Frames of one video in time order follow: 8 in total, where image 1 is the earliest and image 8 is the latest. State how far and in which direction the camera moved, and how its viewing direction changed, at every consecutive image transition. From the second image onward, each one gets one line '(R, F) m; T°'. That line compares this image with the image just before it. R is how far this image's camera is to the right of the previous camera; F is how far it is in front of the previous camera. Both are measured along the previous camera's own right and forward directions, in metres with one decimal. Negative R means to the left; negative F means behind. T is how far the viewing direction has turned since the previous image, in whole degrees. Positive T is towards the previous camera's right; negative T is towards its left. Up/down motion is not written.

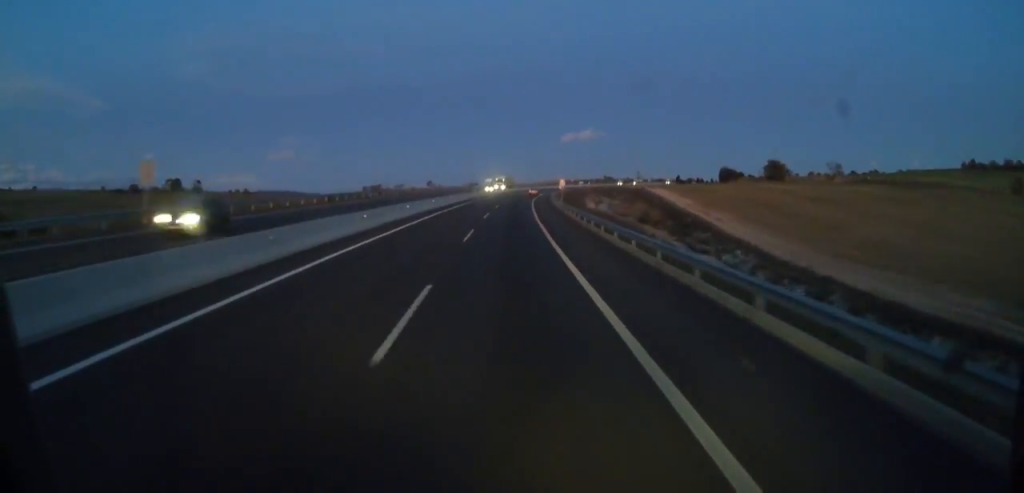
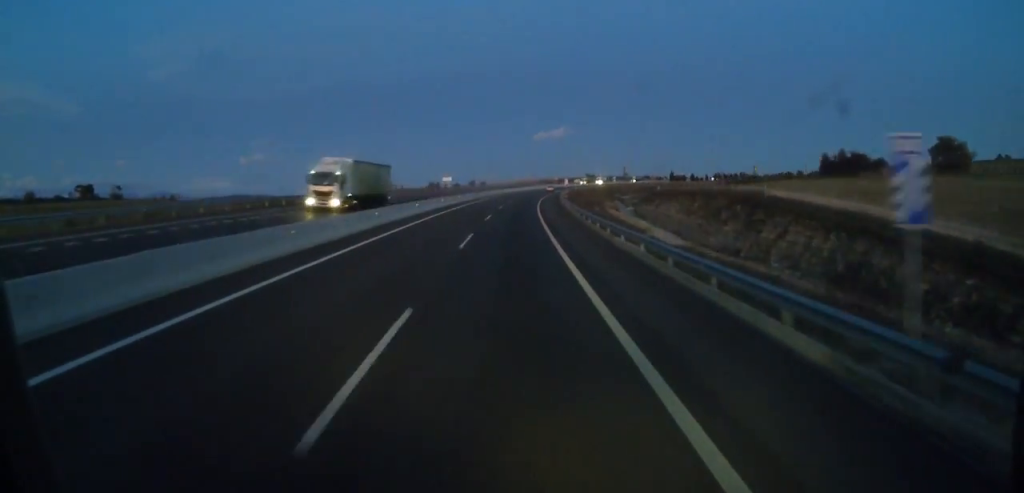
(-0.6, +69.0) m; 0°
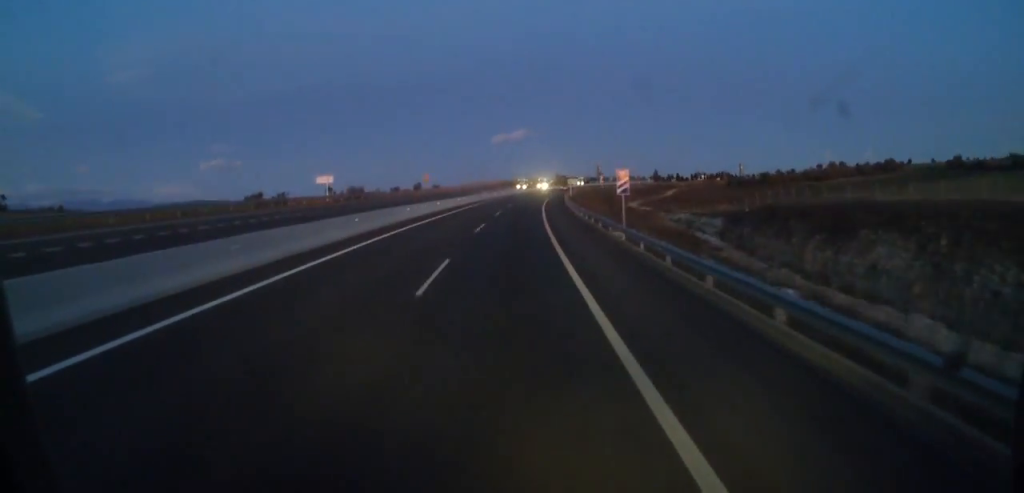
(-1.8, +74.5) m; +3°
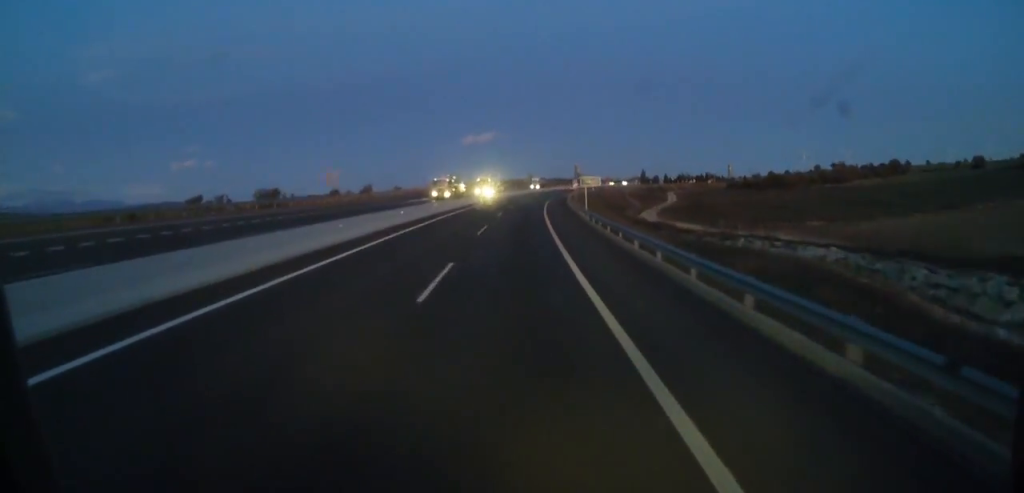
(+3.1, +49.6) m; +5°
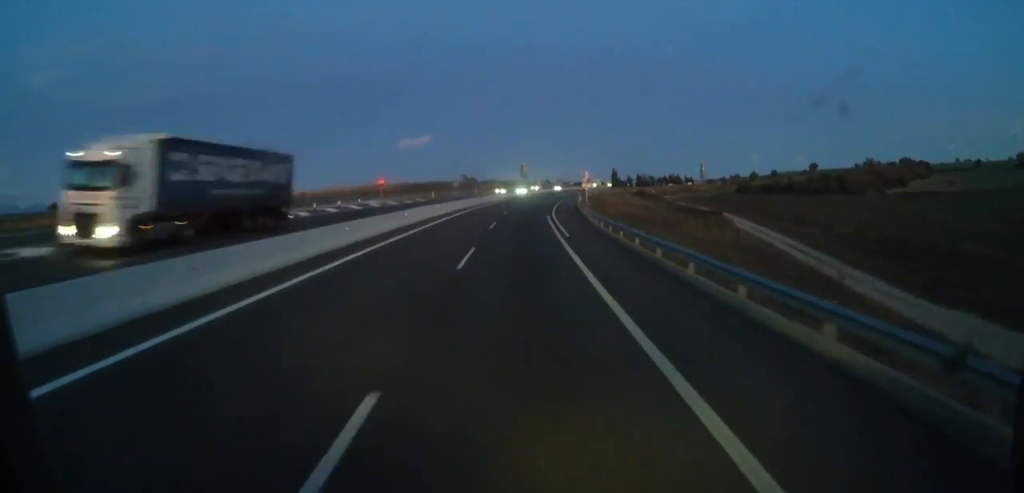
(+7.3, +93.7) m; +7°
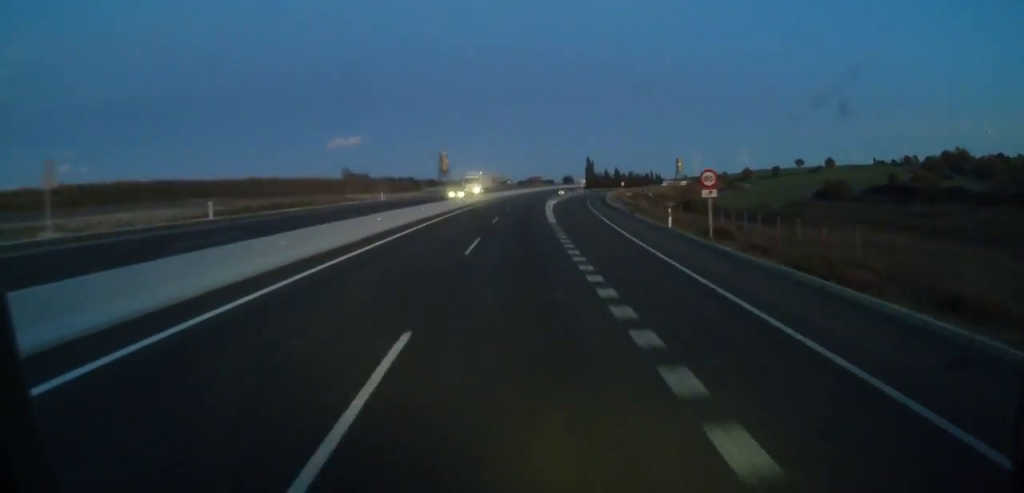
(+6.2, +114.5) m; +8°
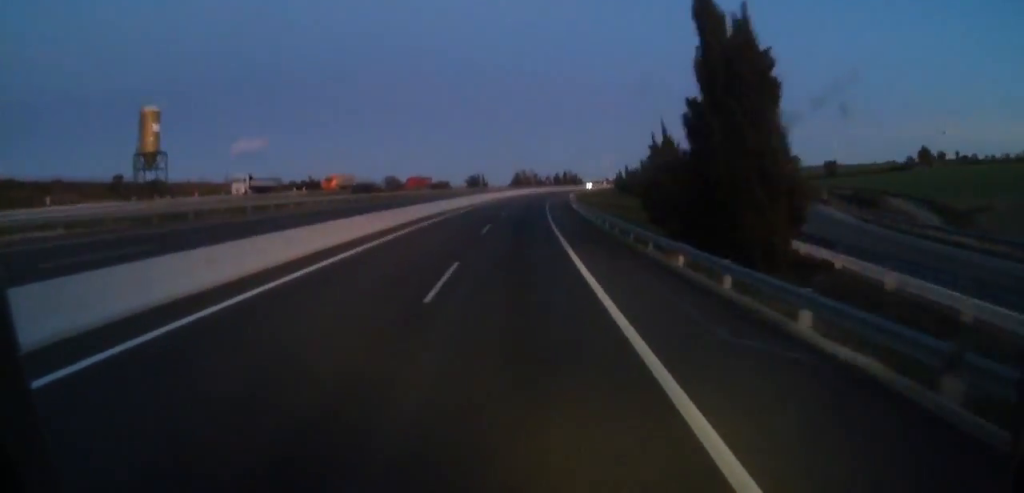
(+17.9, +159.8) m; +11°
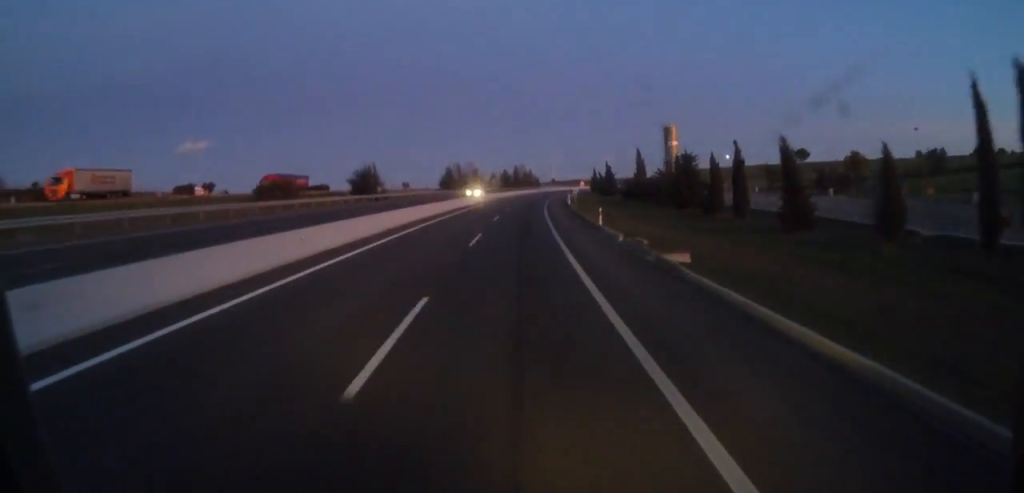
(+3.8, +90.7) m; +5°
